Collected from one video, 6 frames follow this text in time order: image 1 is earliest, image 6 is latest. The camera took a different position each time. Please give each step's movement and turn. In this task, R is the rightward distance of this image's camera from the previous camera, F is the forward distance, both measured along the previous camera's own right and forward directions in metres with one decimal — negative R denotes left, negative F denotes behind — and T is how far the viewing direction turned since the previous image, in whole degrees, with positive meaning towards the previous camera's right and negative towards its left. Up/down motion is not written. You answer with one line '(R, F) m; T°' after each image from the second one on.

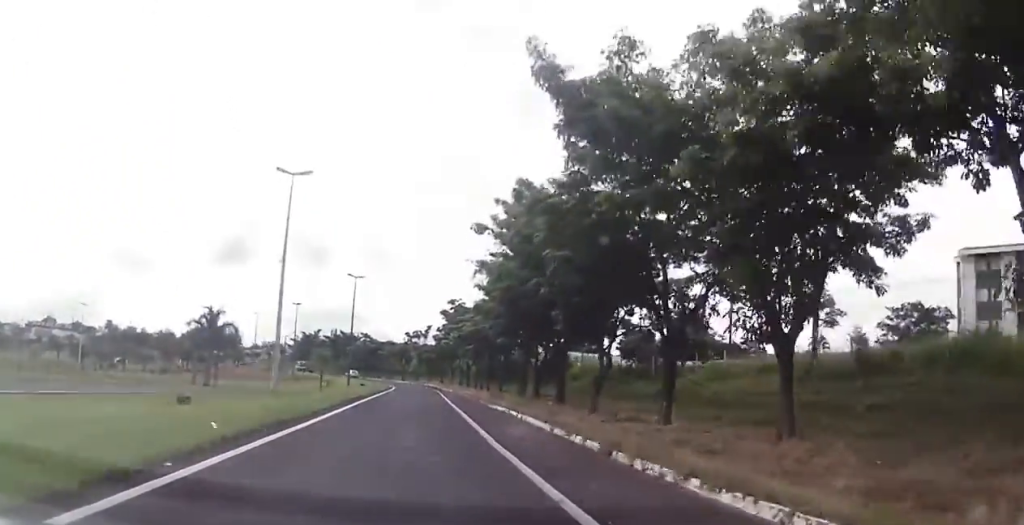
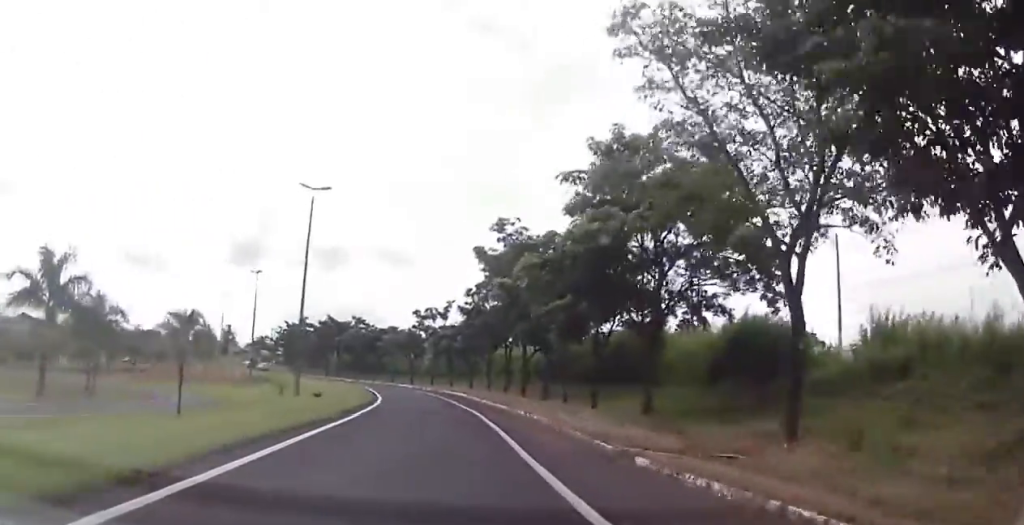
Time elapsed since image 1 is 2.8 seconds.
(-2.3, +39.4) m; -4°
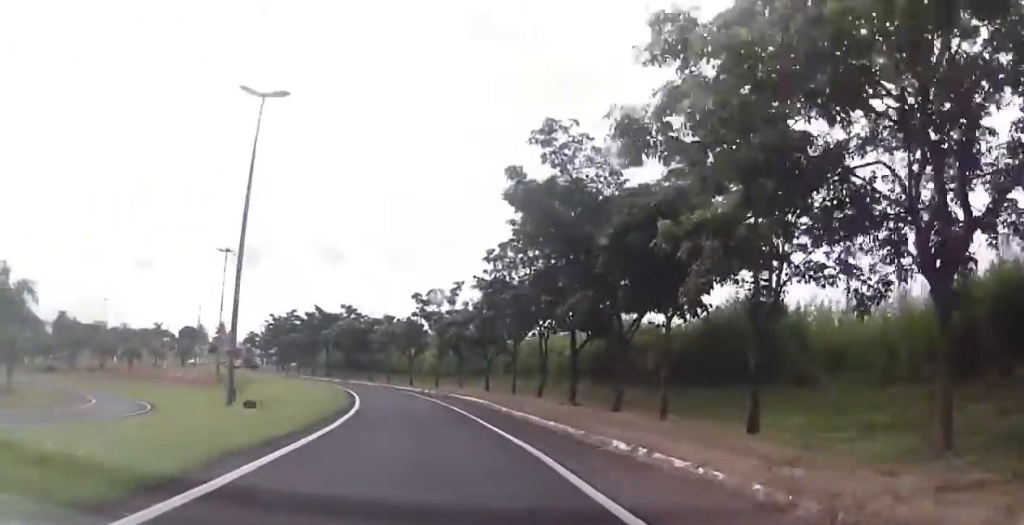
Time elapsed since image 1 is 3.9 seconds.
(+0.1, +15.1) m; -1°
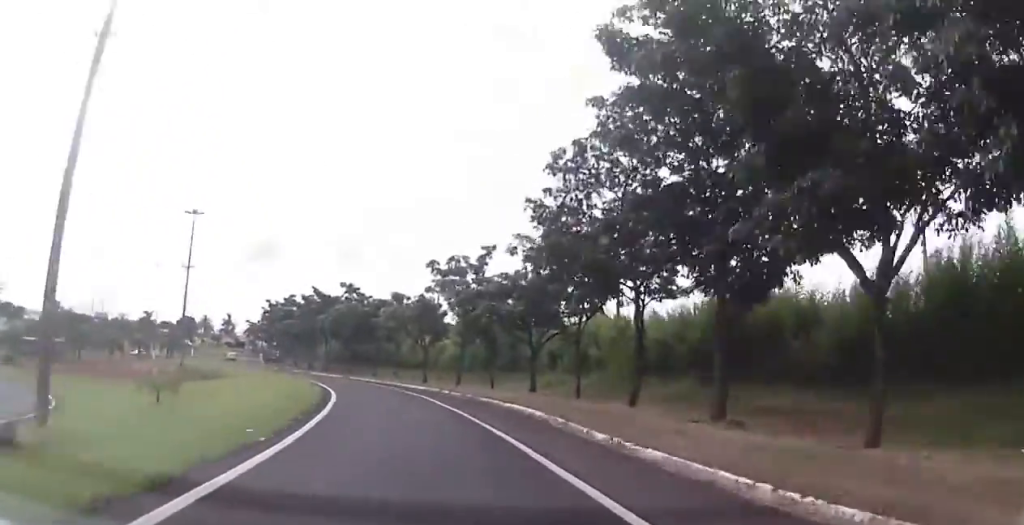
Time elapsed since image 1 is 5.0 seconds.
(-0.2, +15.2) m; -1°
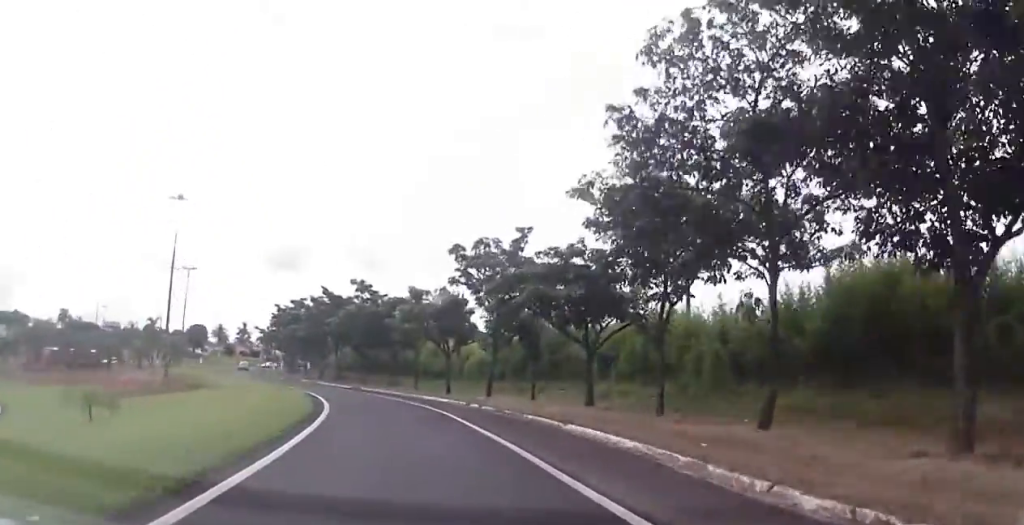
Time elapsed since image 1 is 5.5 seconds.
(0.0, +8.1) m; 0°
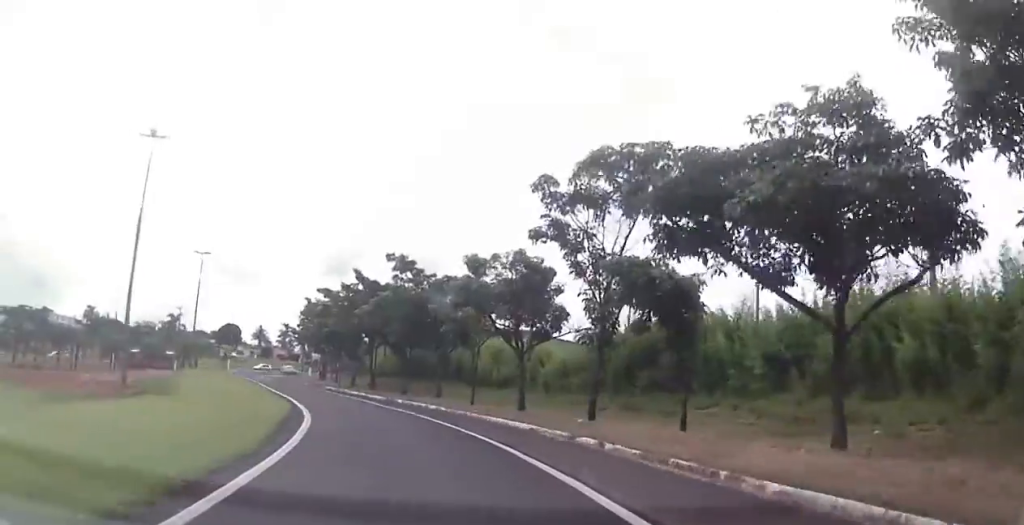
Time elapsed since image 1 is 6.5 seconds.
(0.0, +14.5) m; -1°
